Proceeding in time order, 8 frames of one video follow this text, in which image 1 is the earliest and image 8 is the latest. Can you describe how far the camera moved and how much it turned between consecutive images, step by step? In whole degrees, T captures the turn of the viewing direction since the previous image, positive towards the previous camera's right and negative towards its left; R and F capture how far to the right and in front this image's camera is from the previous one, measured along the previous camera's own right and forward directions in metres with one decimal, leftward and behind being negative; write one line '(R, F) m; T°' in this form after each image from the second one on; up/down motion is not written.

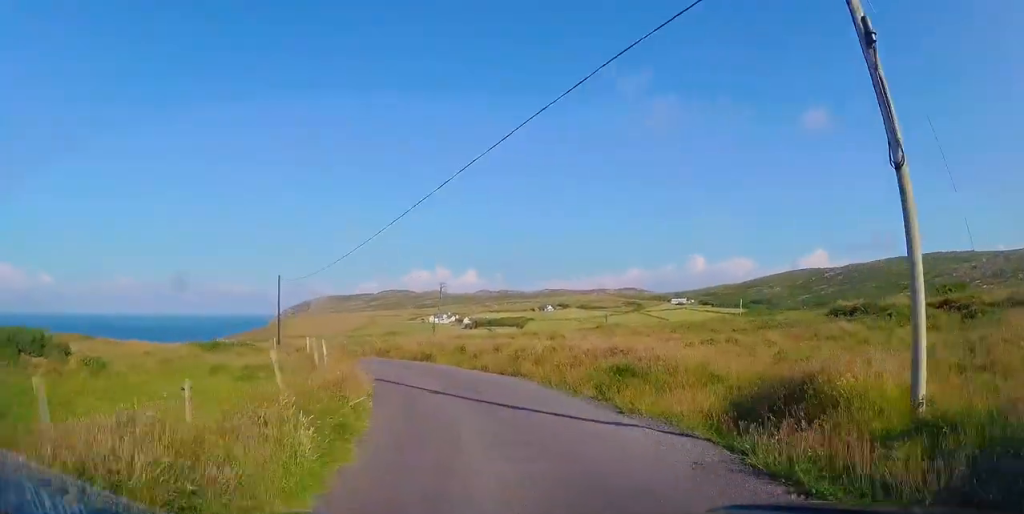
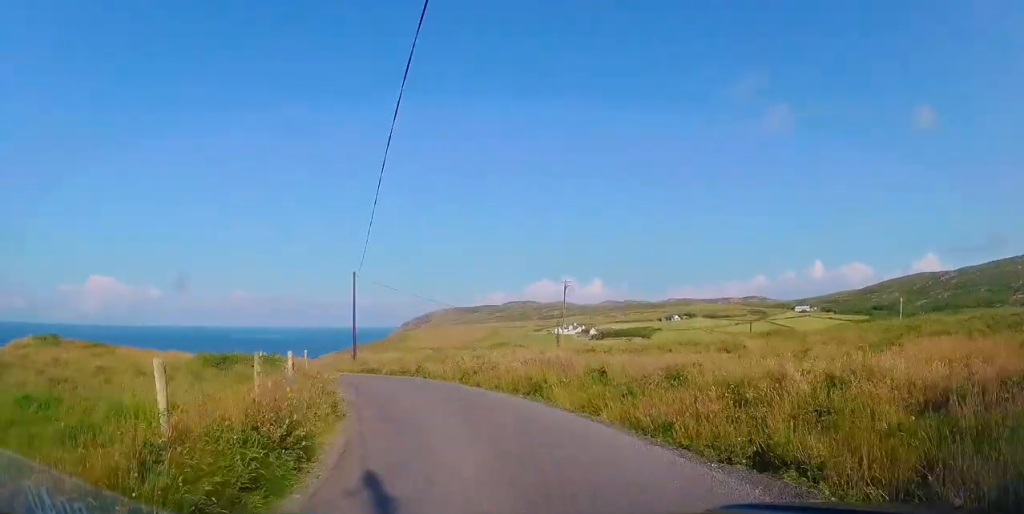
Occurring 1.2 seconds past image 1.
(-1.0, +11.7) m; -16°
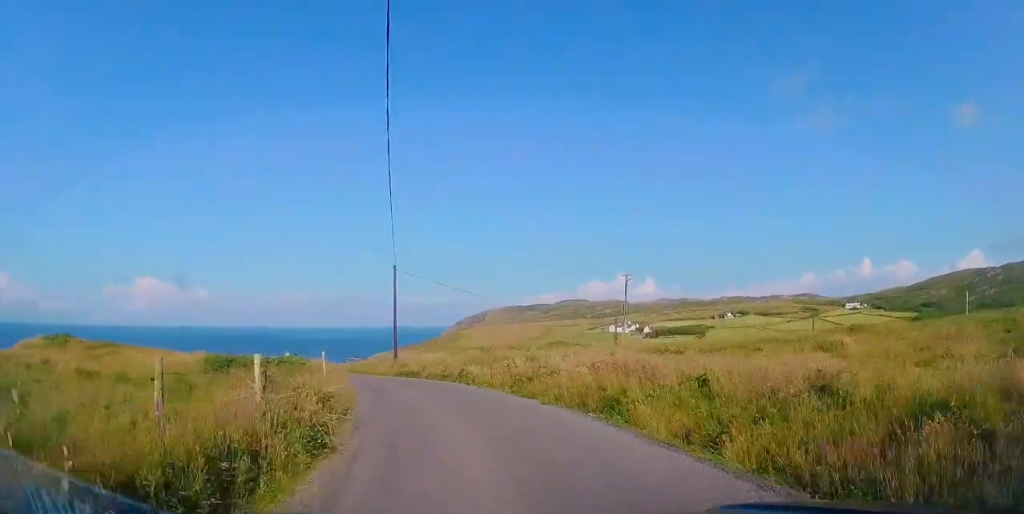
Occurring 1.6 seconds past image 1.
(-0.5, +3.7) m; -7°
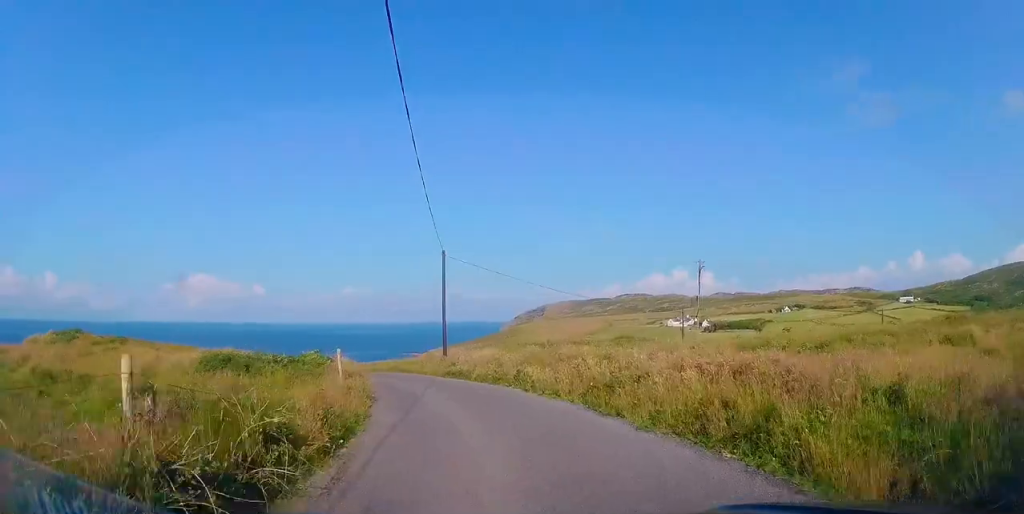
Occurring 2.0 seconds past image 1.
(-0.2, +4.1) m; -7°
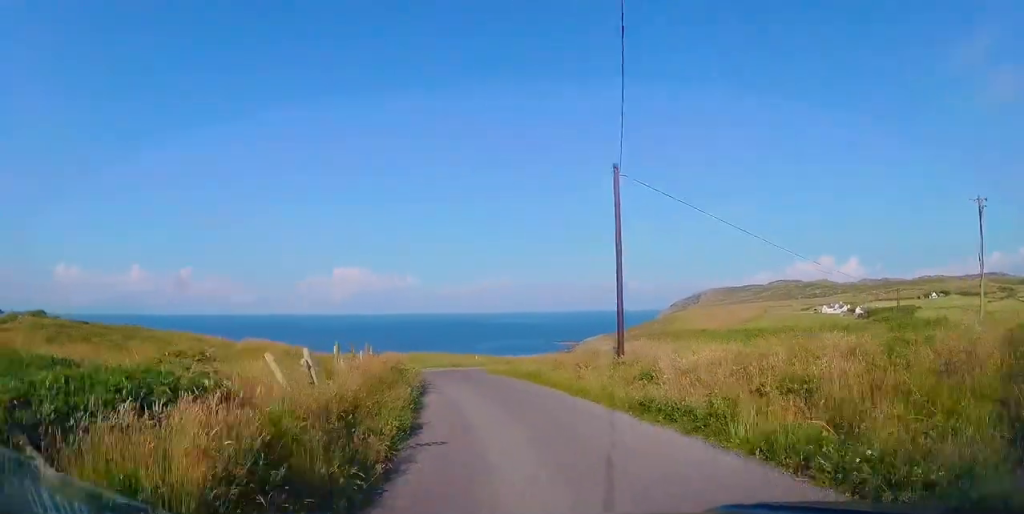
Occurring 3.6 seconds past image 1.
(-2.1, +14.6) m; -13°
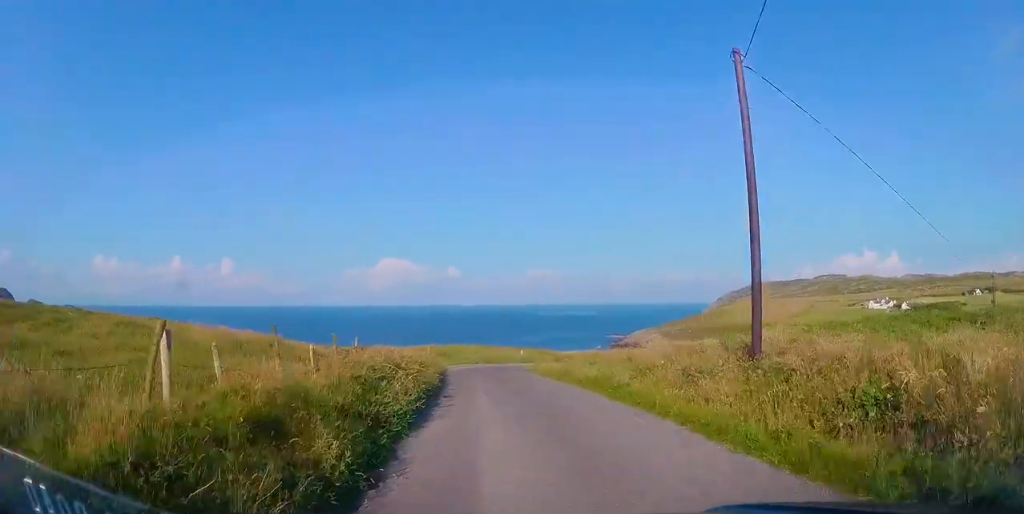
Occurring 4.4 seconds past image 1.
(-0.3, +7.3) m; -4°
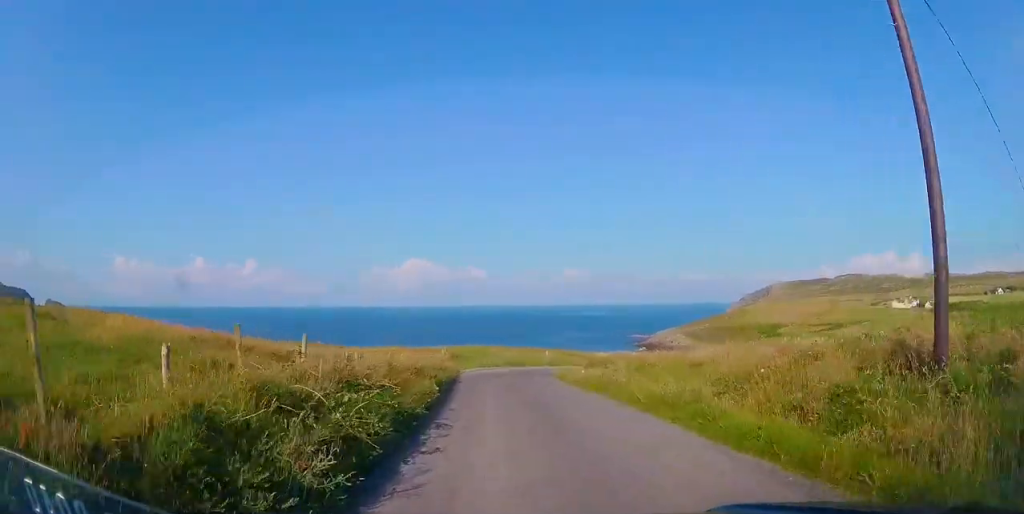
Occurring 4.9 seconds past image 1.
(+0.1, +4.7) m; -2°
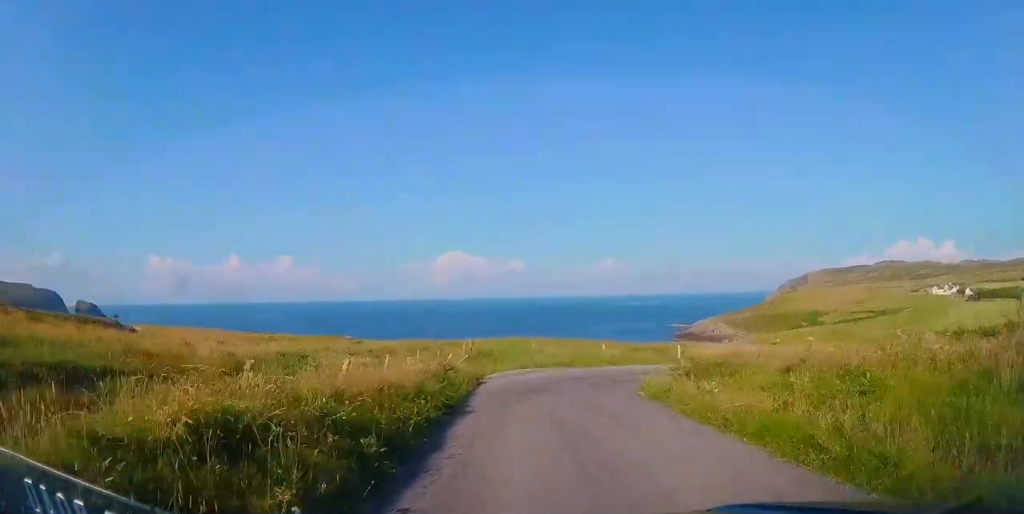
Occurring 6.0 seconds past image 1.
(-0.6, +10.2) m; -2°
